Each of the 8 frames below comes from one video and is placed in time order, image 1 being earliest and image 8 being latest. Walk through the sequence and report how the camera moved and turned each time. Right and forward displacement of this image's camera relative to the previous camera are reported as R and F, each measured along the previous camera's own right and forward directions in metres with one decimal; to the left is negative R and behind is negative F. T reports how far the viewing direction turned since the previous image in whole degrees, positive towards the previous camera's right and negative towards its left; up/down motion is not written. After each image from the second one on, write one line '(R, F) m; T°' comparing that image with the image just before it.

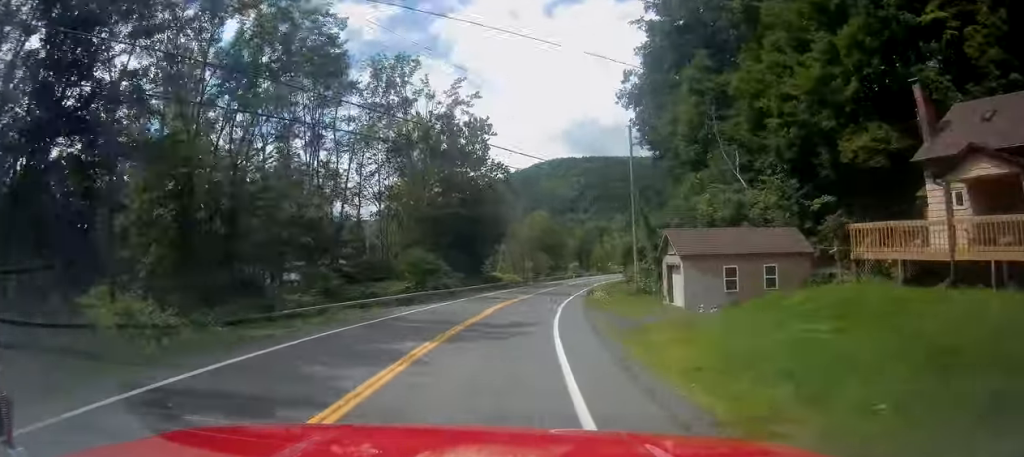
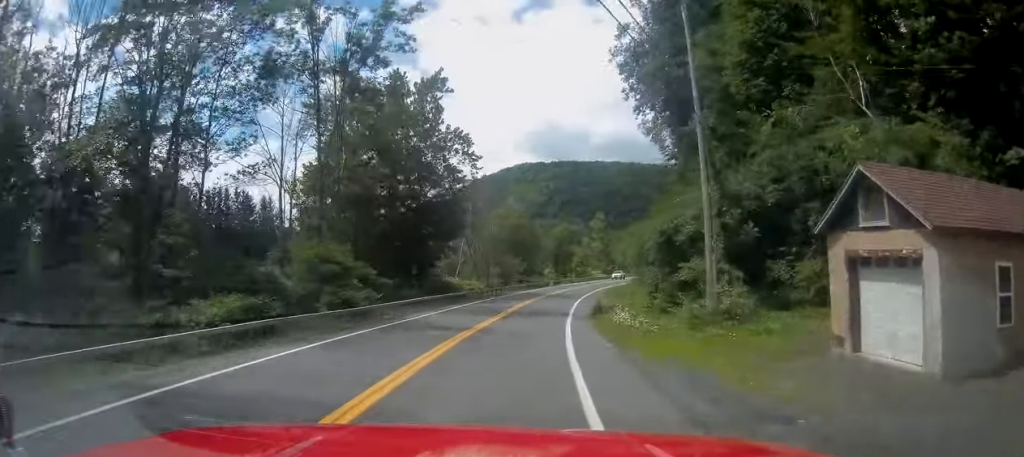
(+1.1, +20.0) m; +4°
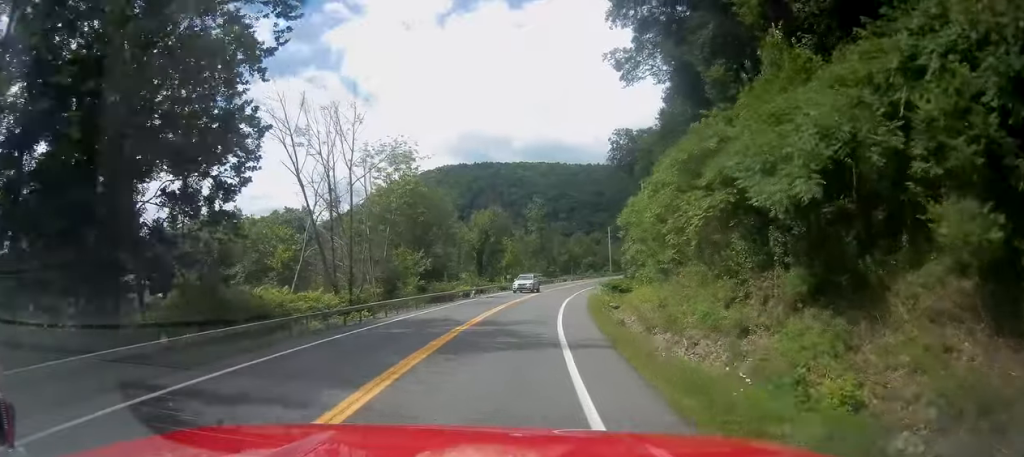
(+1.7, +33.9) m; +6°
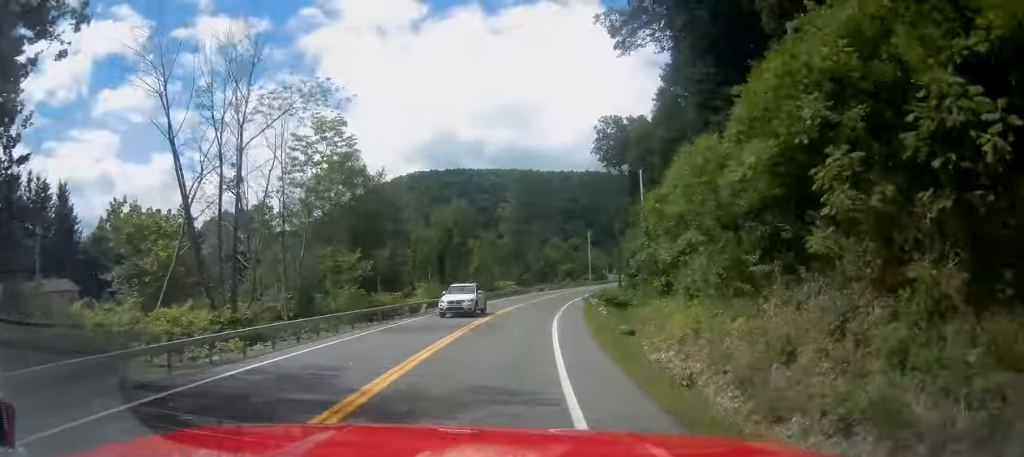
(+0.3, +12.2) m; +3°
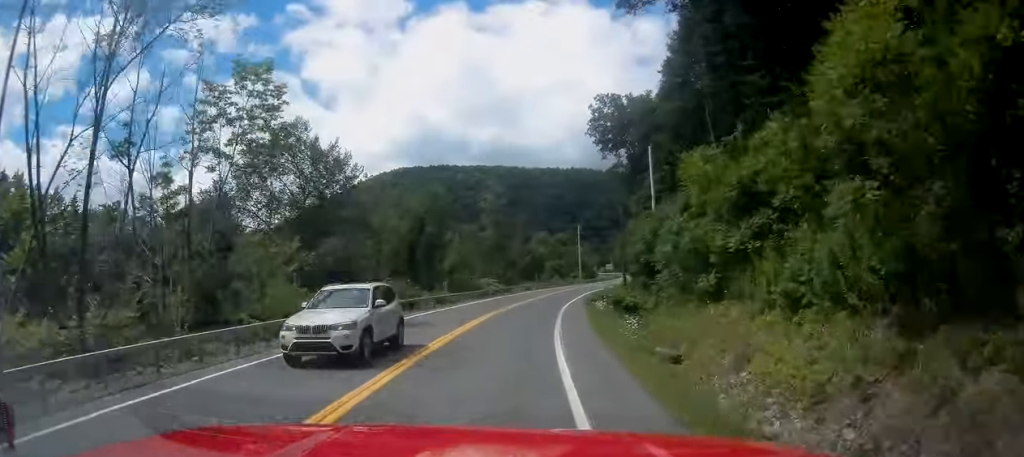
(+0.2, +9.4) m; +1°
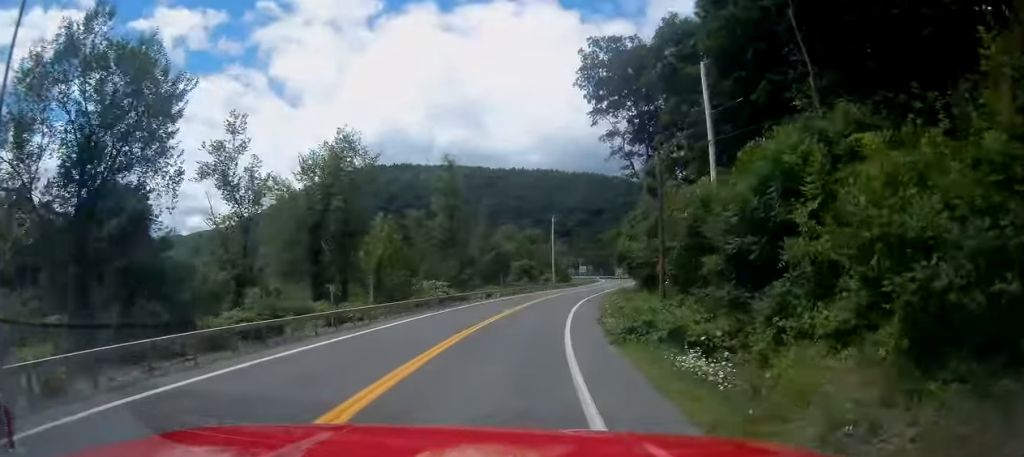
(+0.5, +20.0) m; +4°
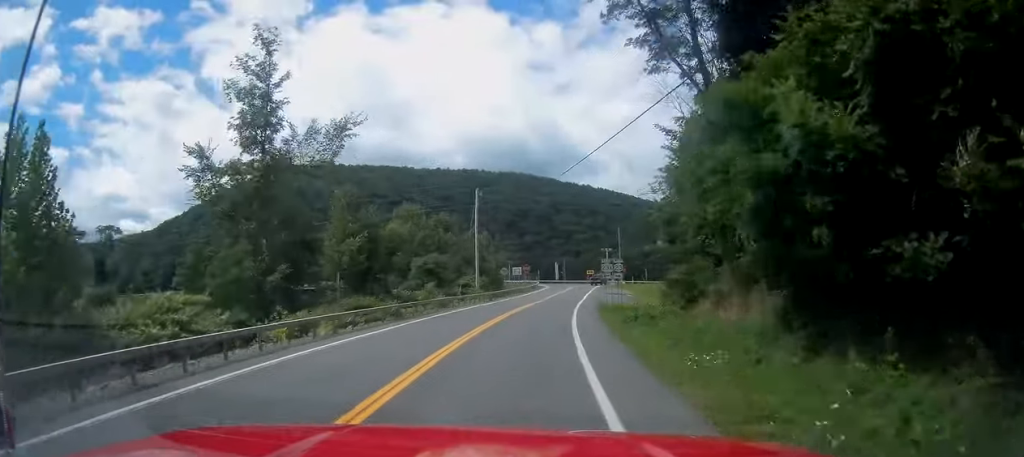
(+3.5, +33.7) m; +11°
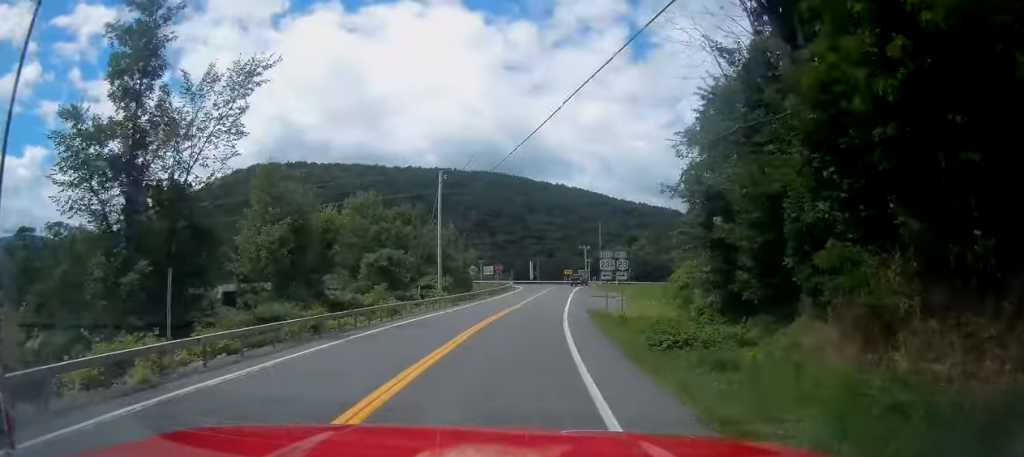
(+0.2, +9.6) m; +1°
